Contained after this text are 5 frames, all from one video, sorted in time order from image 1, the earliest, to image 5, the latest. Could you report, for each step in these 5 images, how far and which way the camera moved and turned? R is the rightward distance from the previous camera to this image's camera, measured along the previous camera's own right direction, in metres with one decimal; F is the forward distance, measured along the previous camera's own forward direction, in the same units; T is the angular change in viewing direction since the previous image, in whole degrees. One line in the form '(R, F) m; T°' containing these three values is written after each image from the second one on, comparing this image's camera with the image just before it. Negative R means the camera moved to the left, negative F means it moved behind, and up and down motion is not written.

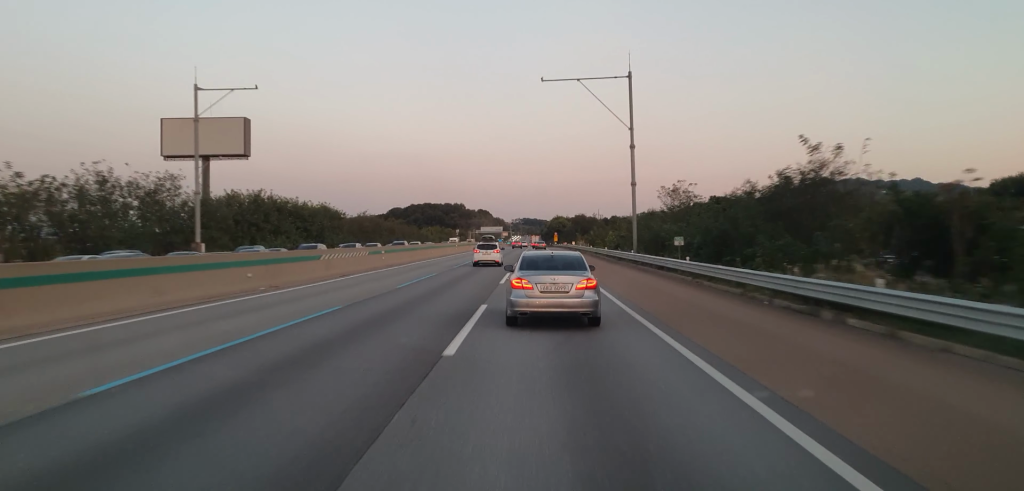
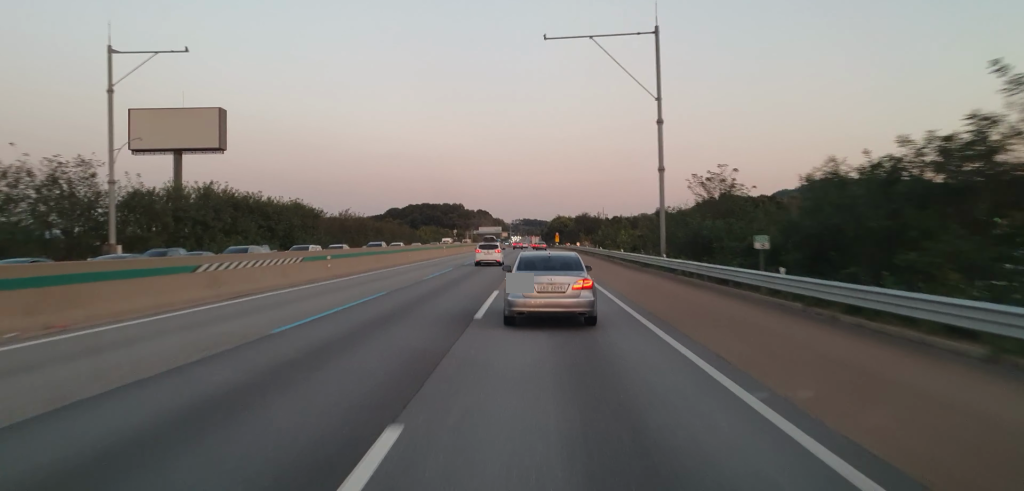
(-0.1, +13.5) m; 0°
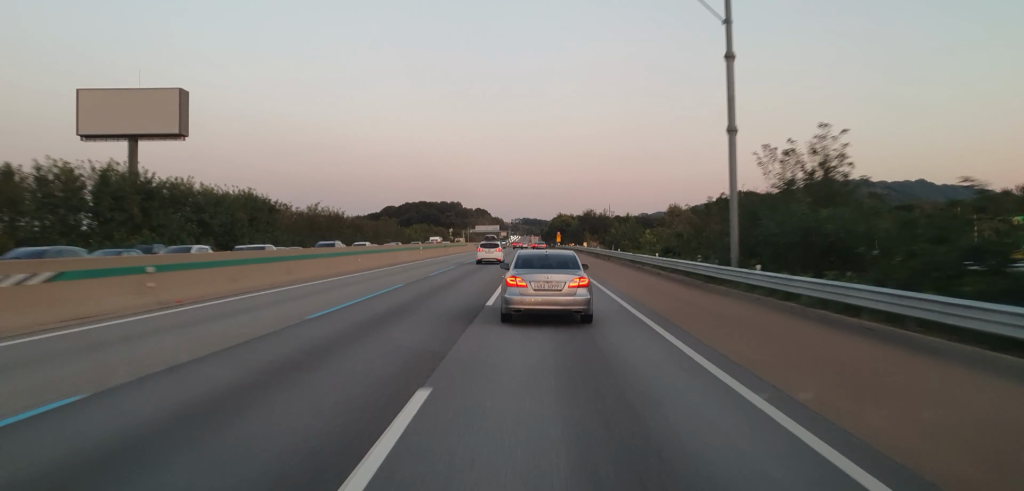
(0.0, +17.5) m; 0°
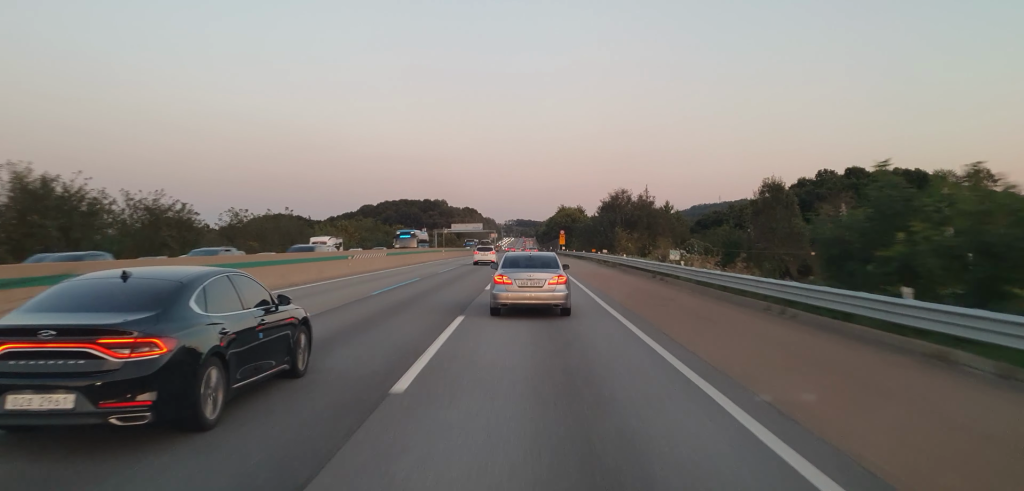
(+0.2, +71.3) m; +1°
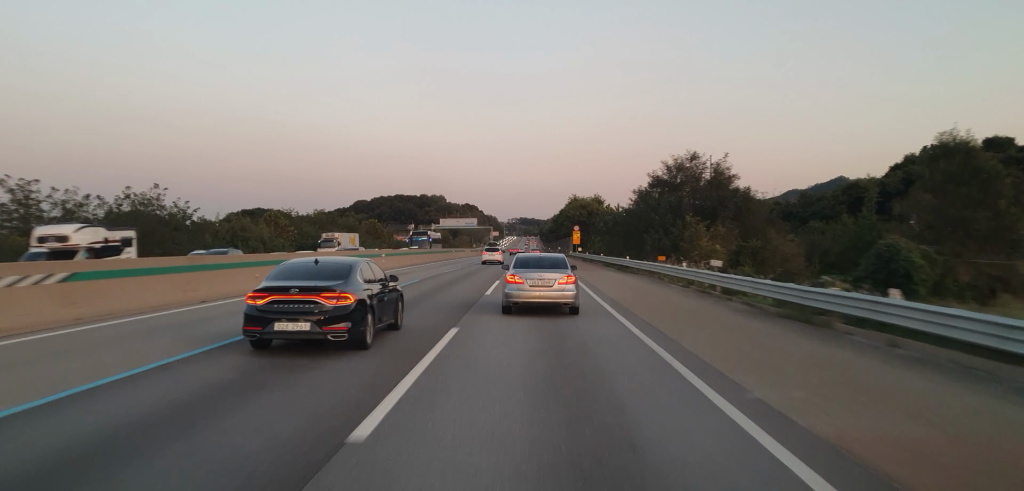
(+0.5, +39.5) m; -1°
